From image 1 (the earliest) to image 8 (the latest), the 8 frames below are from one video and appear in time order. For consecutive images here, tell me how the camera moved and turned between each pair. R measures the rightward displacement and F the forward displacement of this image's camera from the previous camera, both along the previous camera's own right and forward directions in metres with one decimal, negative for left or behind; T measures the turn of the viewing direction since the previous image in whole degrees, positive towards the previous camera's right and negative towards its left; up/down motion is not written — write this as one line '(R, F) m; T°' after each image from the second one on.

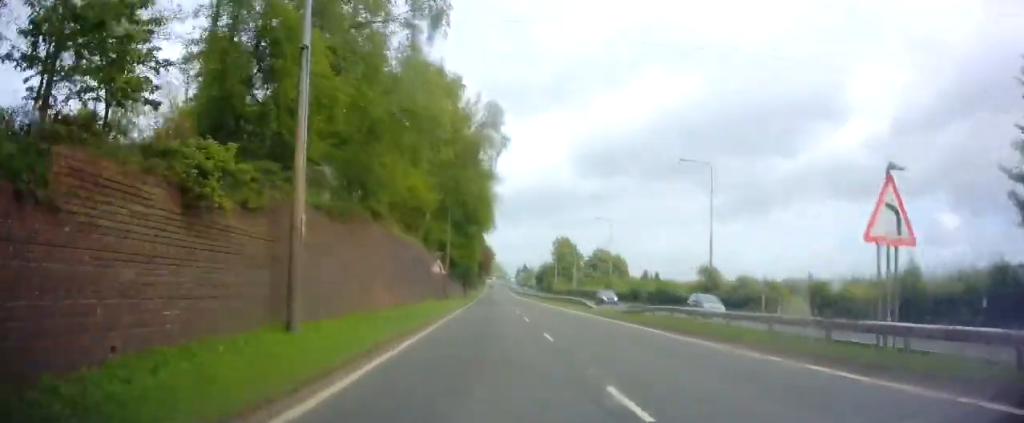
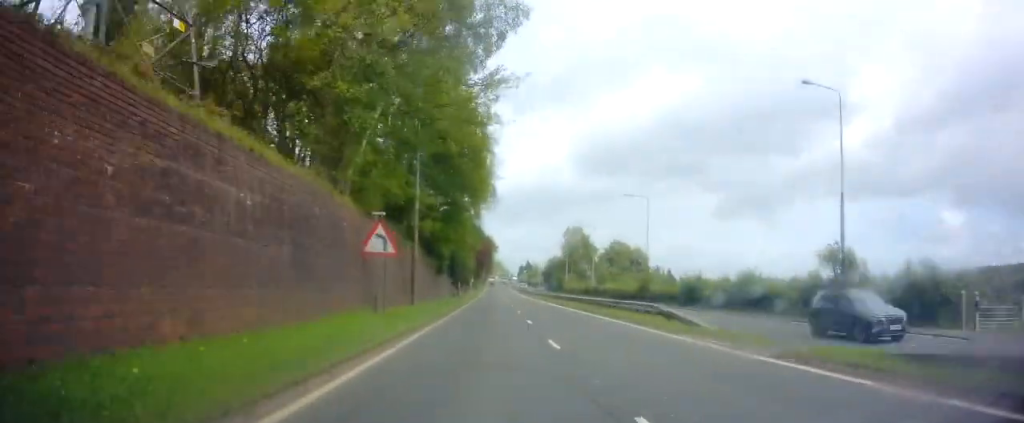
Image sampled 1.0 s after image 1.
(-0.1, +20.2) m; +1°
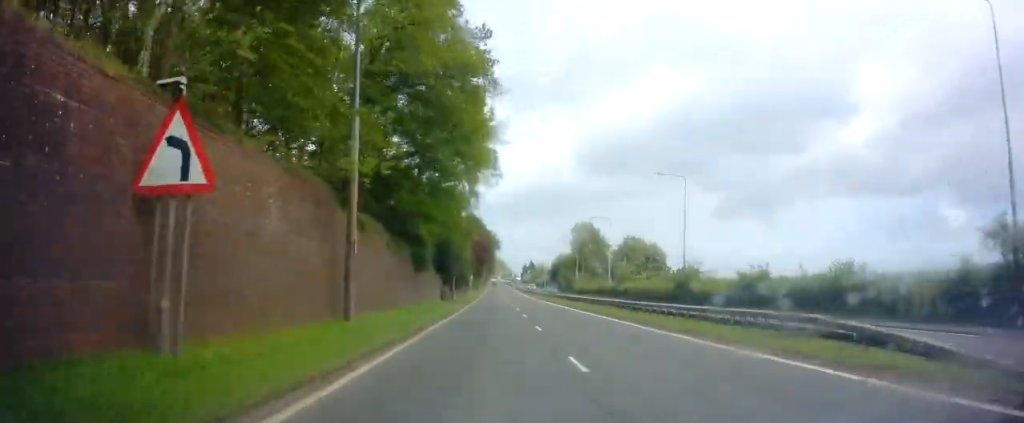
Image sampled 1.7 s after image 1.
(+0.3, +12.7) m; 0°
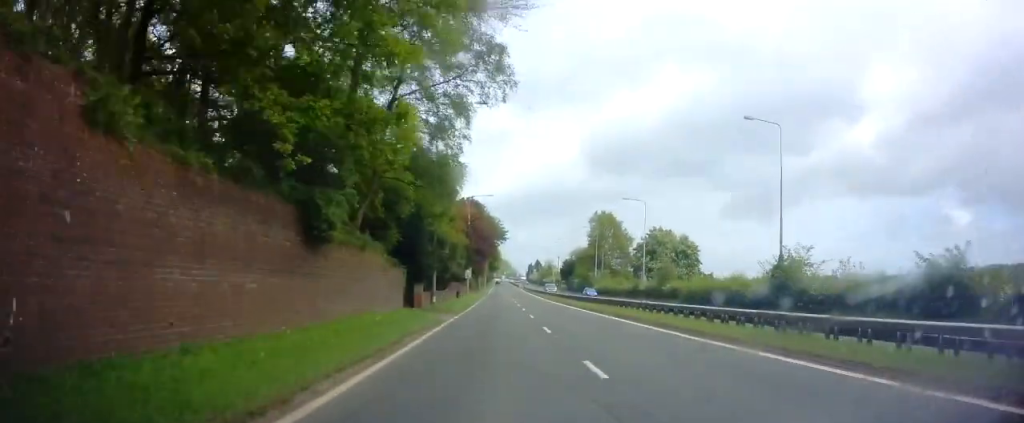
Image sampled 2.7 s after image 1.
(-0.2, +19.5) m; -1°
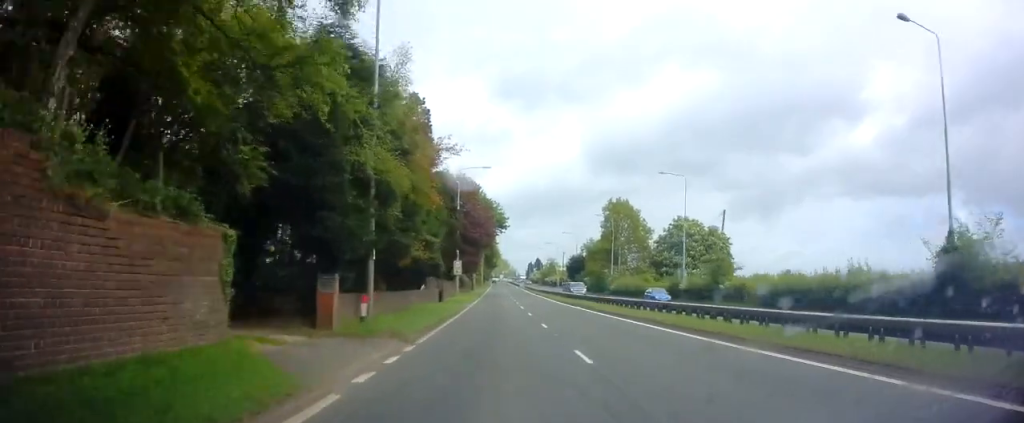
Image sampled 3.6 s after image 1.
(-0.1, +16.9) m; 0°
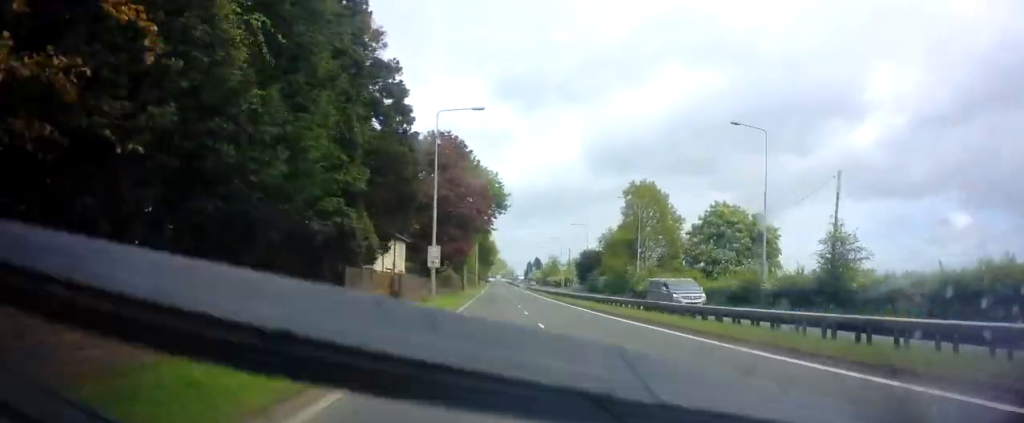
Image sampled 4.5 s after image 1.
(+0.2, +18.1) m; +1°
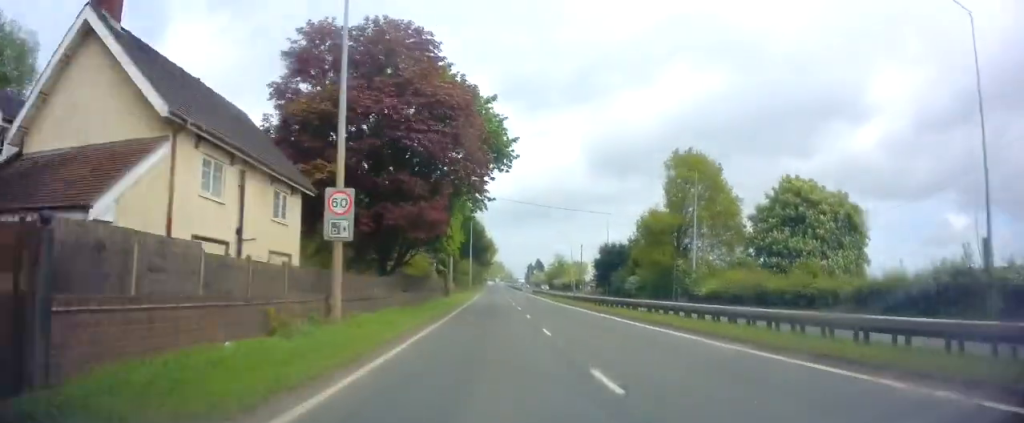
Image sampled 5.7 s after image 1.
(+0.1, +20.5) m; 0°
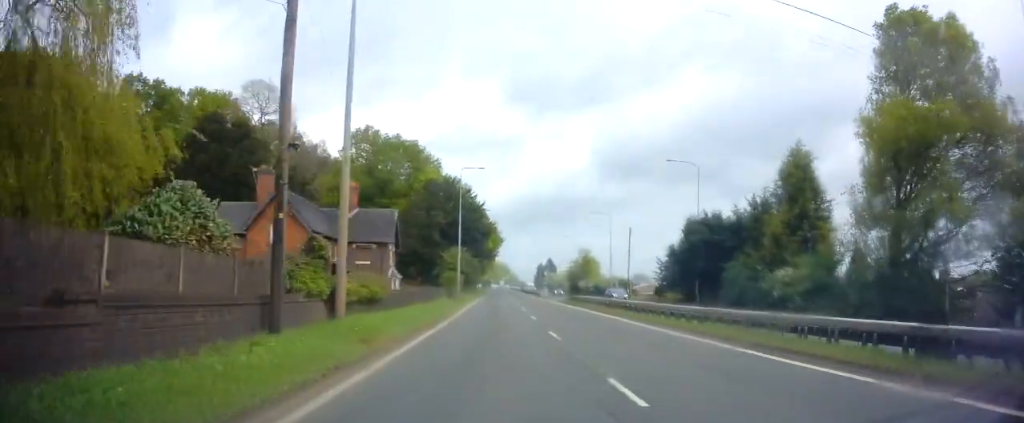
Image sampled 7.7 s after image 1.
(+0.4, +36.4) m; +1°
